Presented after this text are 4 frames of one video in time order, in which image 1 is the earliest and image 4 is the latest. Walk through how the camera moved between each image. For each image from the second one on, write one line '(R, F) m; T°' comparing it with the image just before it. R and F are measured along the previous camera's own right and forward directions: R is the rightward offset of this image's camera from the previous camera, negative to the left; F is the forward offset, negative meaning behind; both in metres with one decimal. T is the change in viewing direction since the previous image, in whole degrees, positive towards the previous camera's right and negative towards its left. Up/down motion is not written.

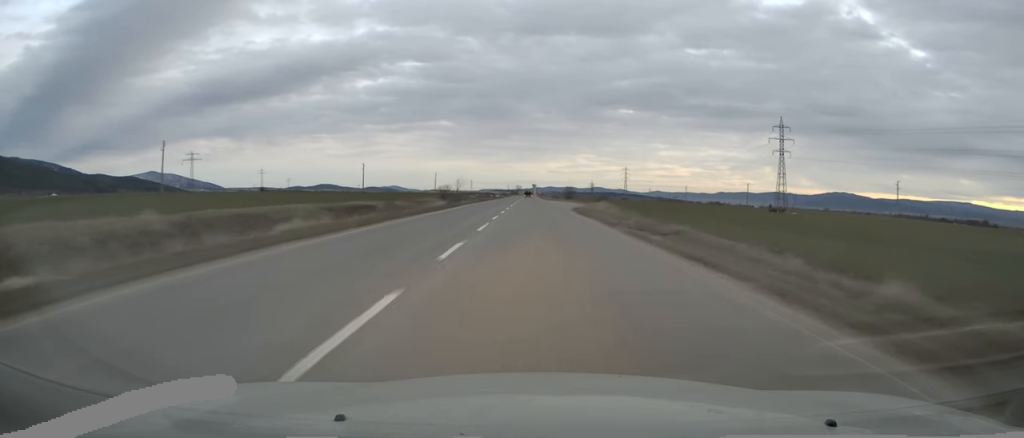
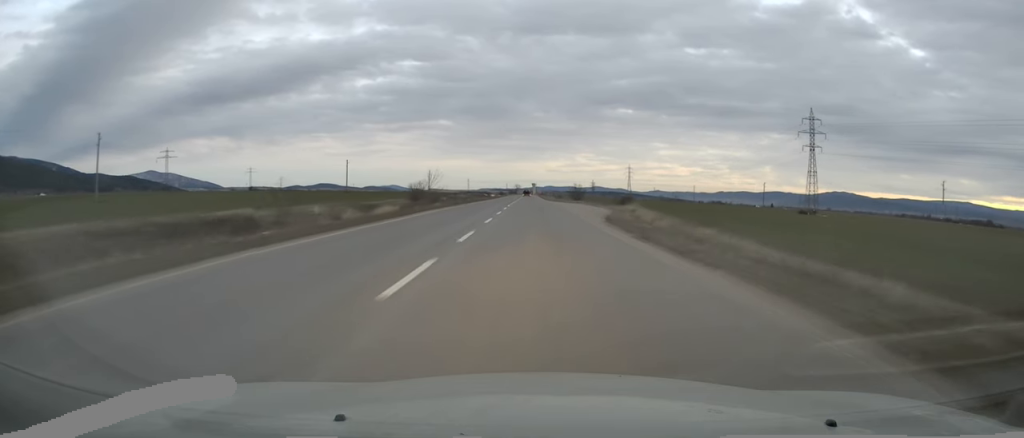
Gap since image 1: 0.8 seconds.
(+0.1, +19.5) m; 0°
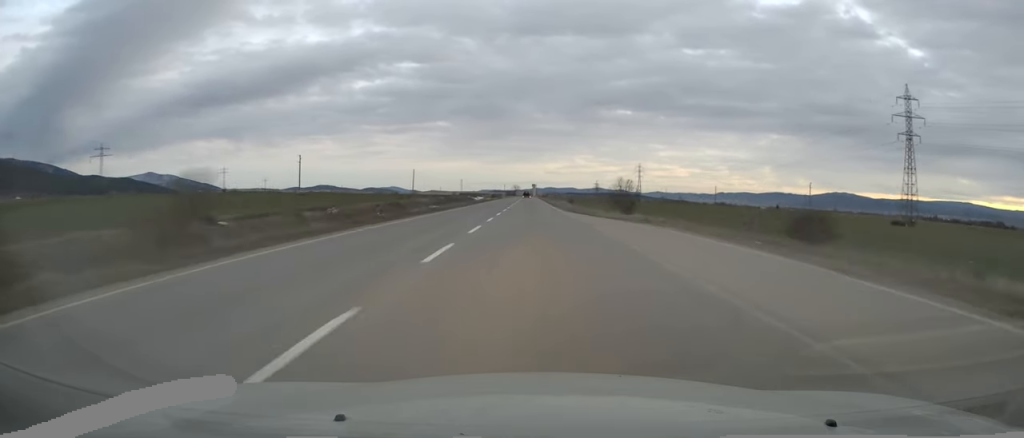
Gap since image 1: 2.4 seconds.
(+0.1, +42.4) m; 0°
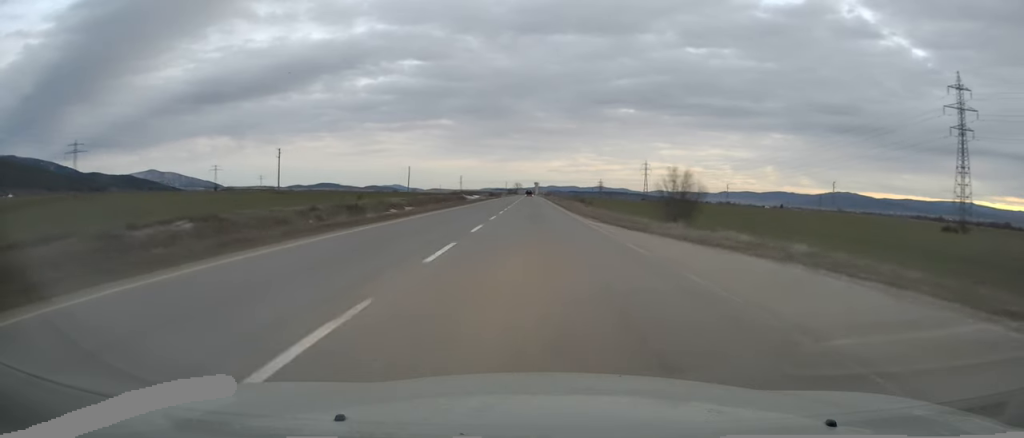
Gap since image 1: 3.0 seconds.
(-0.2, +15.2) m; 0°
